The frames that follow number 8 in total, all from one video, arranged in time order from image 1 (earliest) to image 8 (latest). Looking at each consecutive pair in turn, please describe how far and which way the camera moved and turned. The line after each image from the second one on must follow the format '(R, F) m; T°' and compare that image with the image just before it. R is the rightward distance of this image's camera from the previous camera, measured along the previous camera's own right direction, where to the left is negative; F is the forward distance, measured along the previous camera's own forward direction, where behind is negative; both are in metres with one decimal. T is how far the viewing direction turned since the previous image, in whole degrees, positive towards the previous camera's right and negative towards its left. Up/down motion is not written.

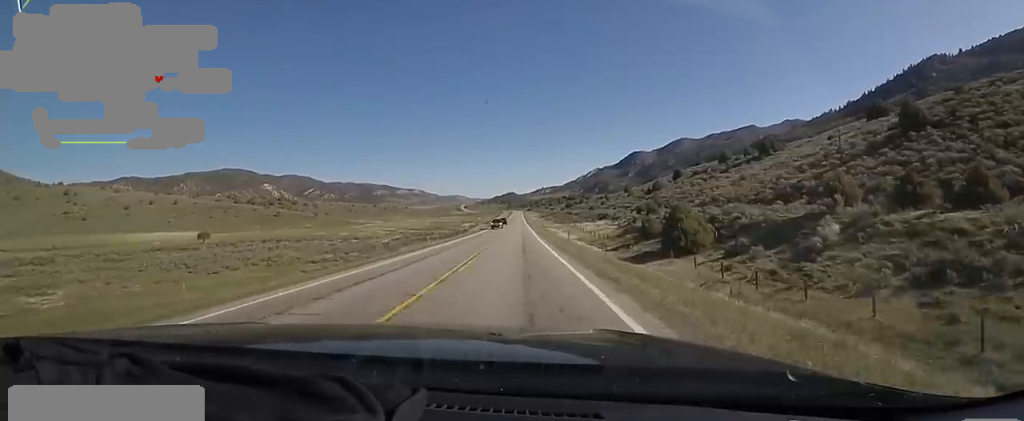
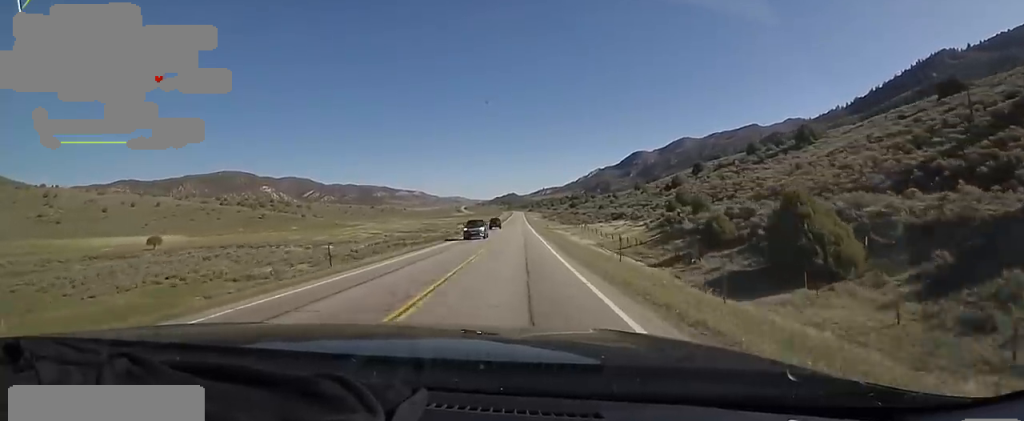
(-0.1, +20.4) m; 0°
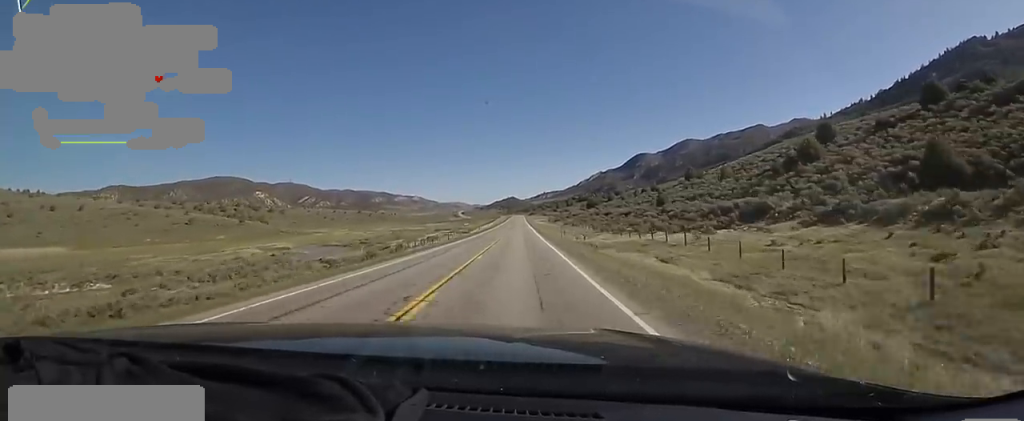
(0.0, +69.6) m; 0°
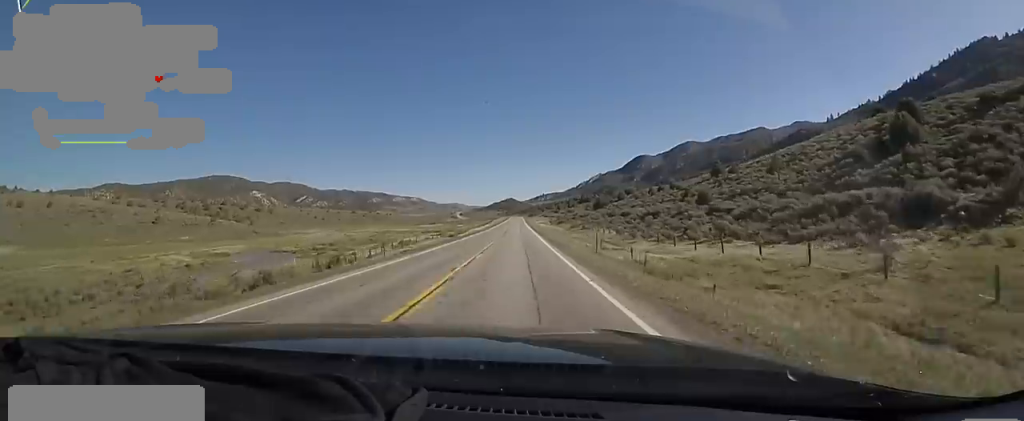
(0.0, +22.2) m; 0°
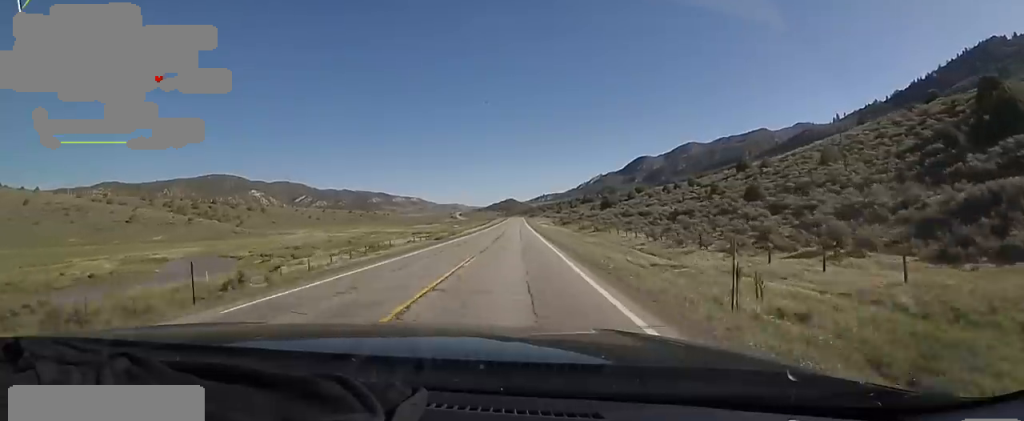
(0.0, +15.8) m; 0°
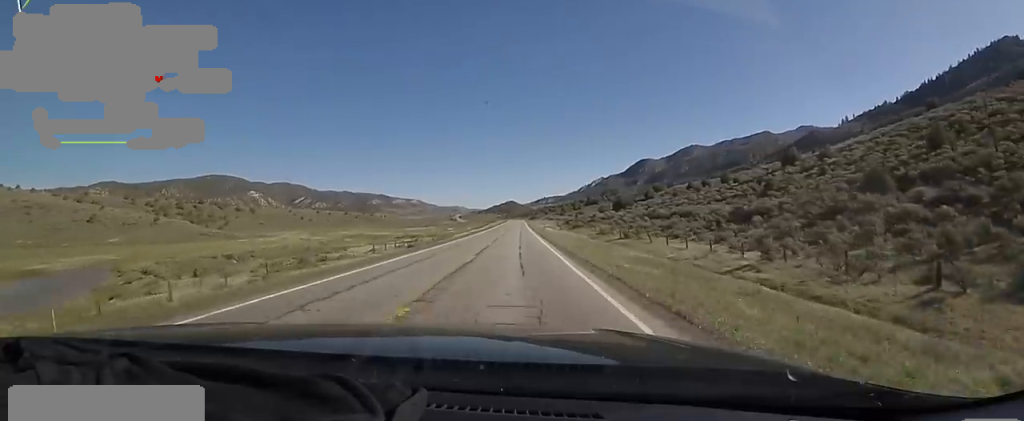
(0.0, +21.1) m; 0°
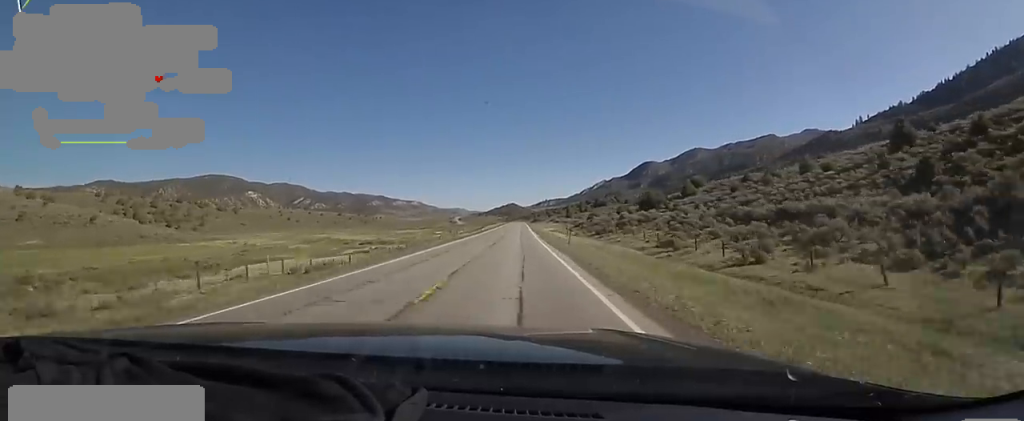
(+0.1, +31.9) m; 0°
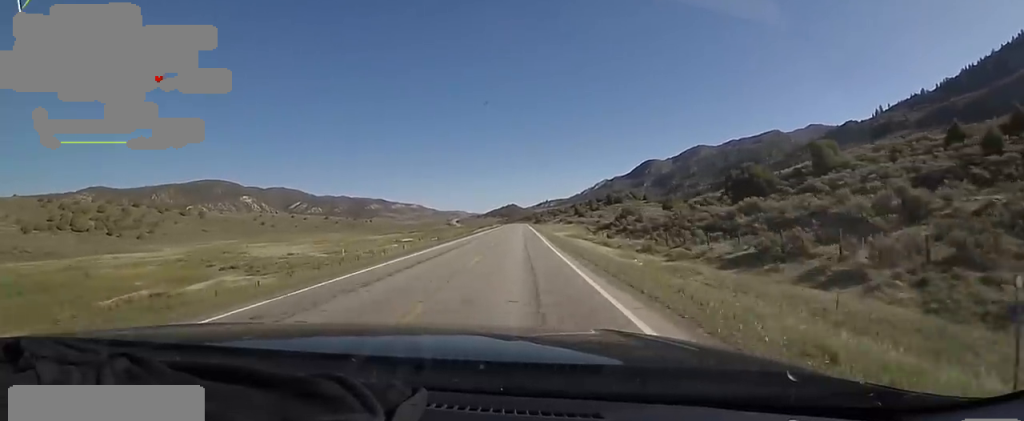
(-0.1, +51.7) m; 0°
